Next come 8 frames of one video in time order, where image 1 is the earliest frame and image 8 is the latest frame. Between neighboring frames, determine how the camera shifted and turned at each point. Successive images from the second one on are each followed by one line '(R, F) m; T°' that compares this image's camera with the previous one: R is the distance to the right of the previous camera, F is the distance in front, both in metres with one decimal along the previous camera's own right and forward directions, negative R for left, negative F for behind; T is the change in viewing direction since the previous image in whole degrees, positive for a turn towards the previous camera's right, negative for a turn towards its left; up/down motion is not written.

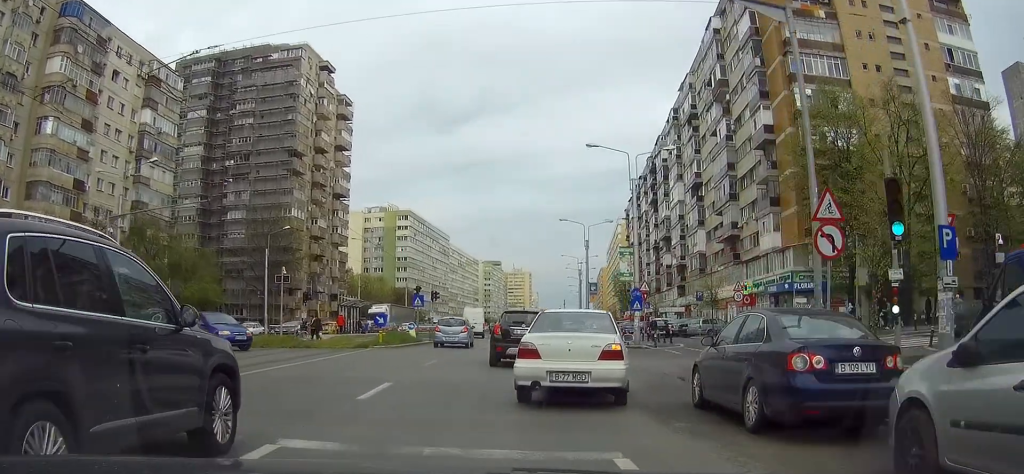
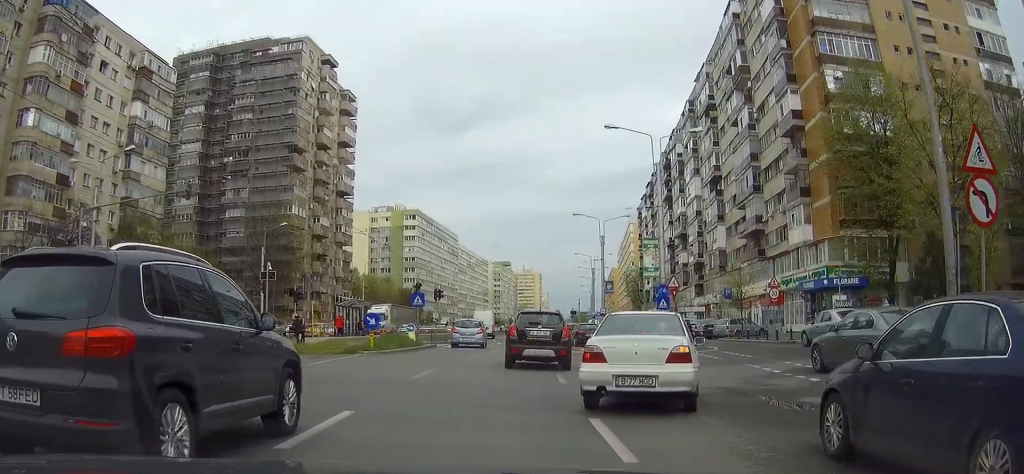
(-0.3, +4.4) m; -3°
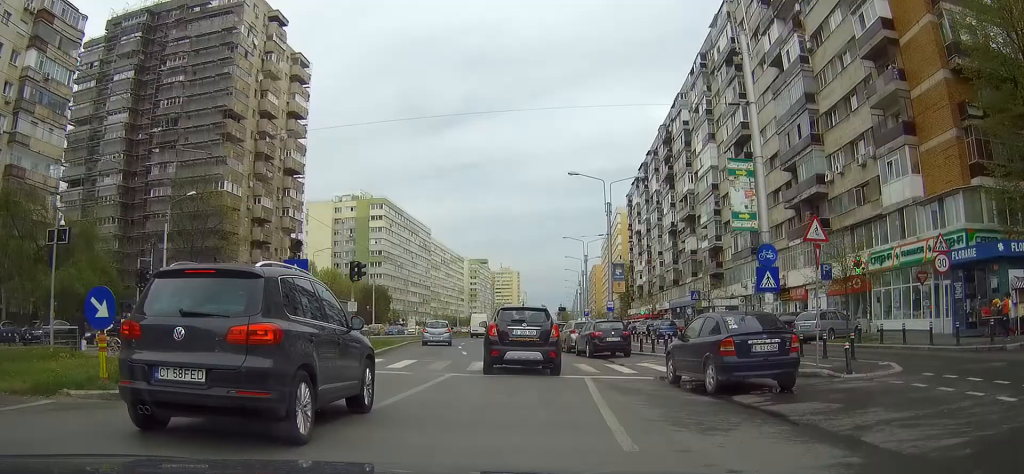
(-0.5, +16.7) m; -2°
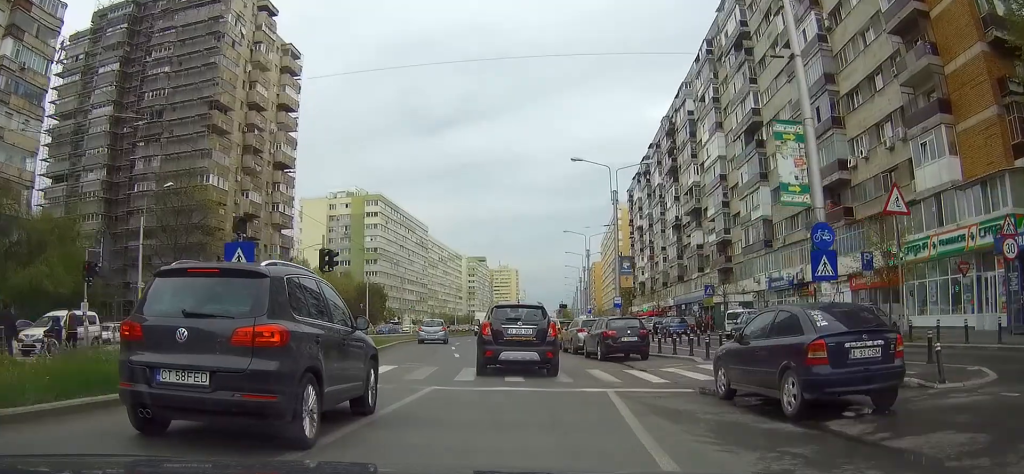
(0.0, +3.6) m; +1°
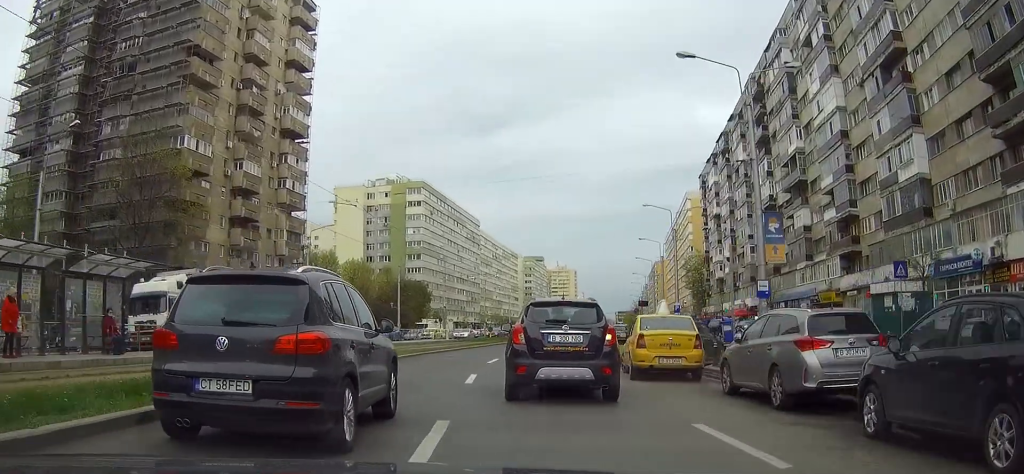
(+0.5, +19.1) m; -1°
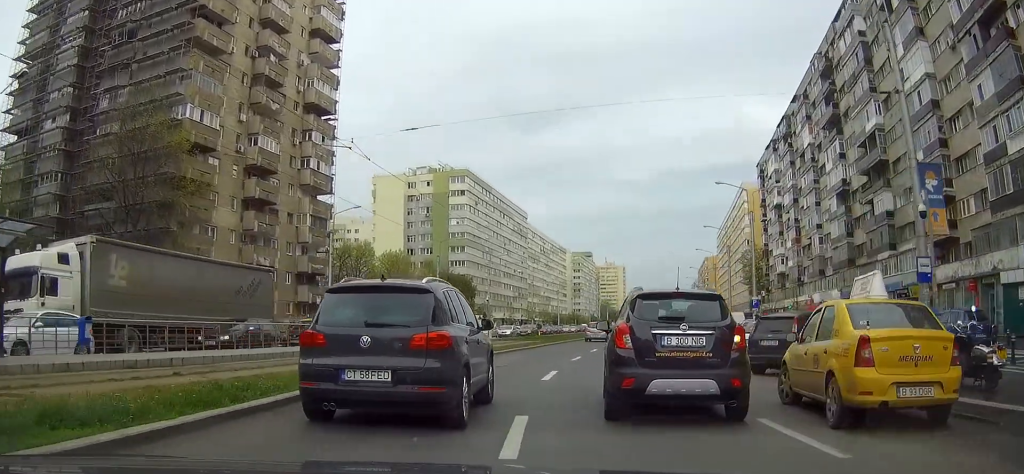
(-0.6, +8.9) m; -2°
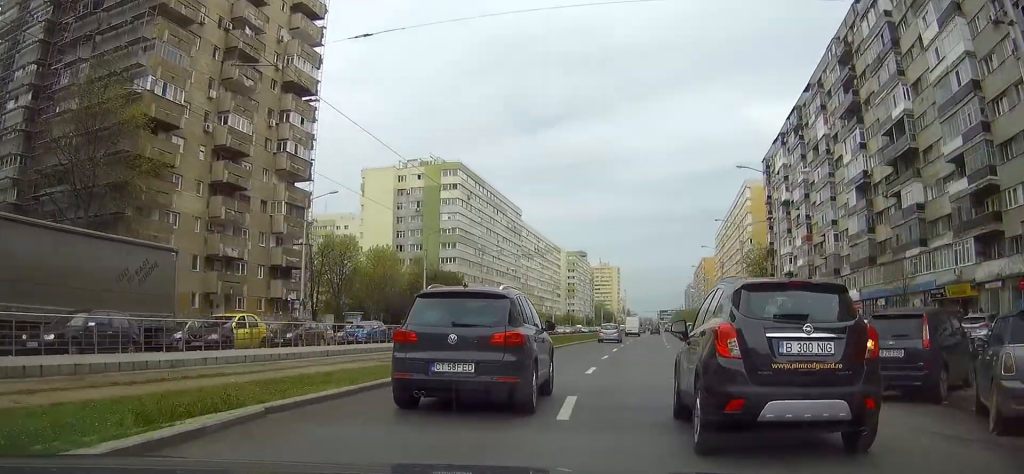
(+0.2, +6.2) m; +2°
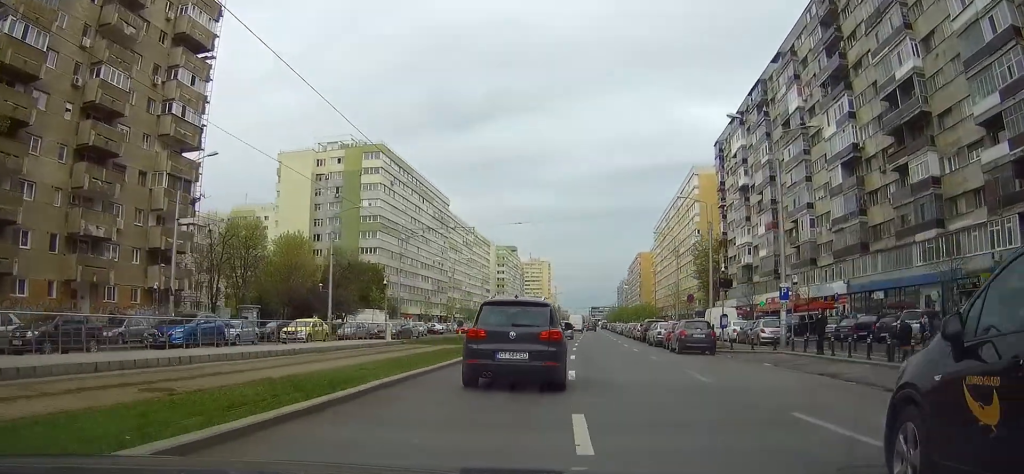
(+0.2, +11.2) m; +4°
